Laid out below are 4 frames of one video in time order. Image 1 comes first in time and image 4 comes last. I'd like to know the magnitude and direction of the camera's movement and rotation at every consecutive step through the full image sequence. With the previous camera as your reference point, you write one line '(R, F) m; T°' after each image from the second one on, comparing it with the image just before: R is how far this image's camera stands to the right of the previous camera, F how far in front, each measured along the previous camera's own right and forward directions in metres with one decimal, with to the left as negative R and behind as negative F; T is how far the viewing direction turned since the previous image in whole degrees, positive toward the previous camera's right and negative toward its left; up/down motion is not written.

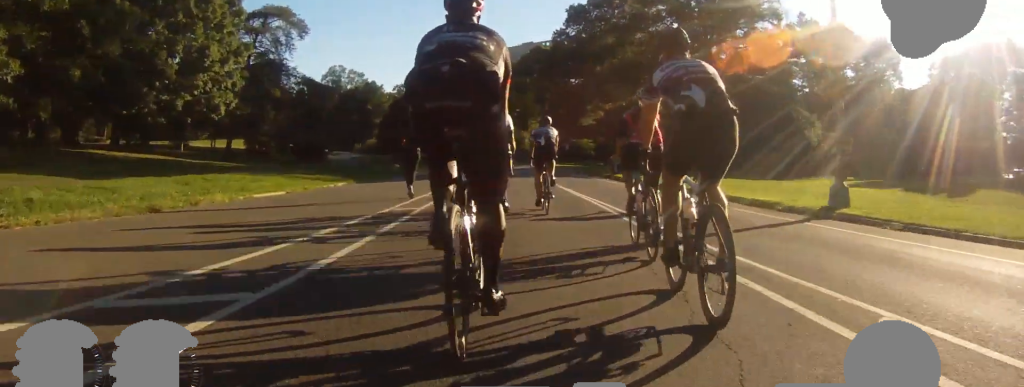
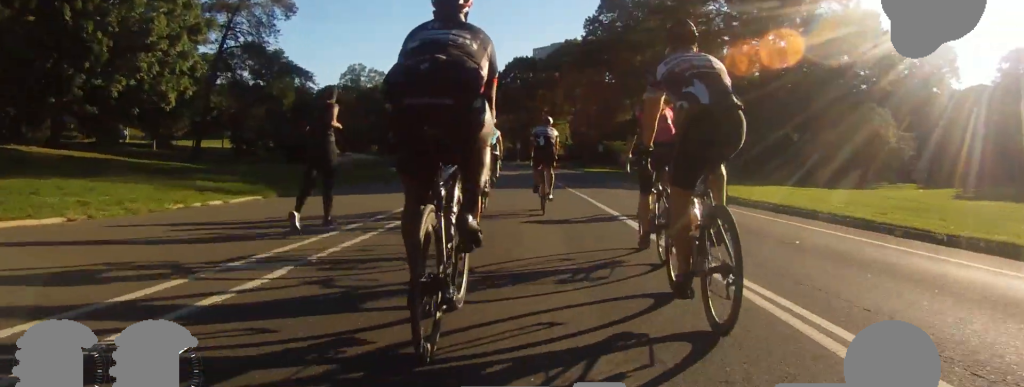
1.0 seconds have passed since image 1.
(-0.7, +9.9) m; -3°
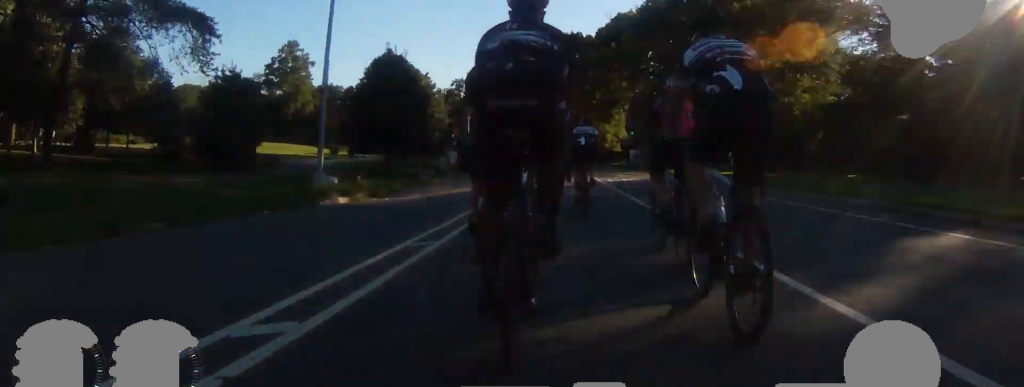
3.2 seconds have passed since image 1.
(+1.1, +20.3) m; +2°
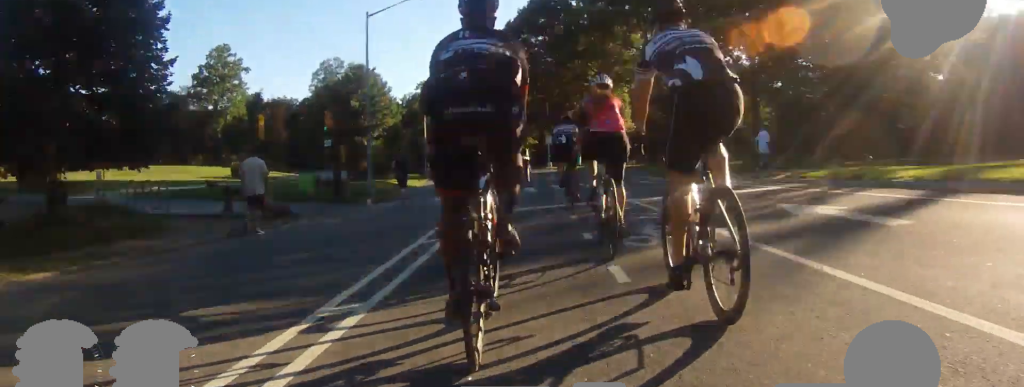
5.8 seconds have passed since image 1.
(-1.3, +26.1) m; +1°
